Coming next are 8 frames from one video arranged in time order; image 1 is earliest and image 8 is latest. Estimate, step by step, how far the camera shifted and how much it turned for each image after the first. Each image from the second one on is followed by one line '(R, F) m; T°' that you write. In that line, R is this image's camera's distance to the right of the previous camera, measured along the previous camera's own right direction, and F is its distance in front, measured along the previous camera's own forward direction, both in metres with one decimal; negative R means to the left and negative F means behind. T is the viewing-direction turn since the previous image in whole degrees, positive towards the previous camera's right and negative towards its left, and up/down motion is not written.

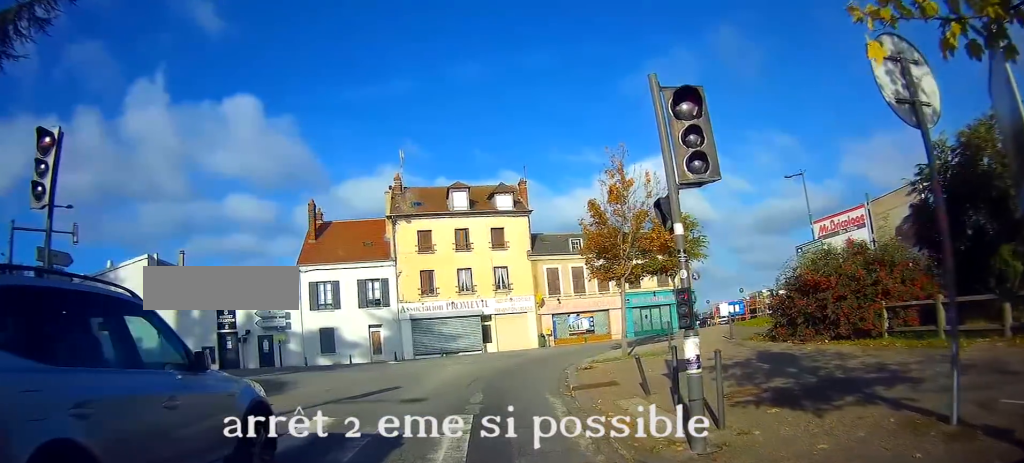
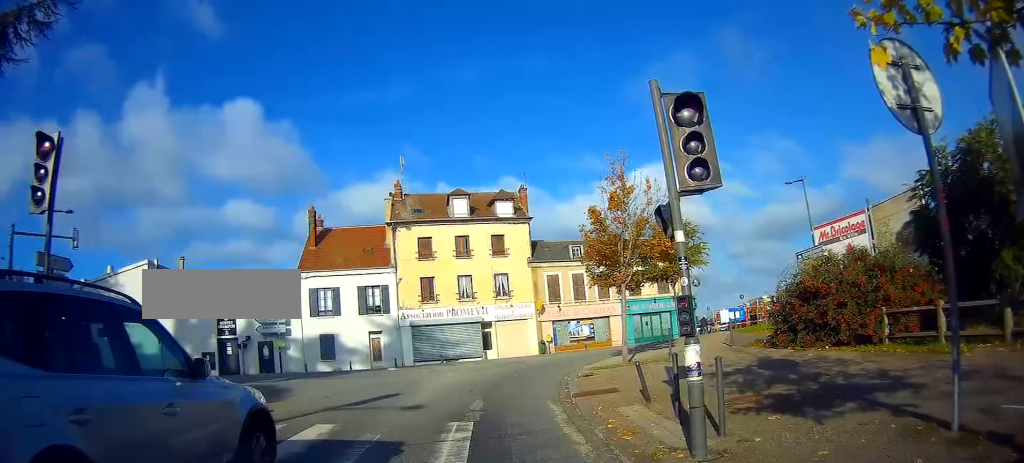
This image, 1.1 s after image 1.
(-0.2, +0.8) m; 0°
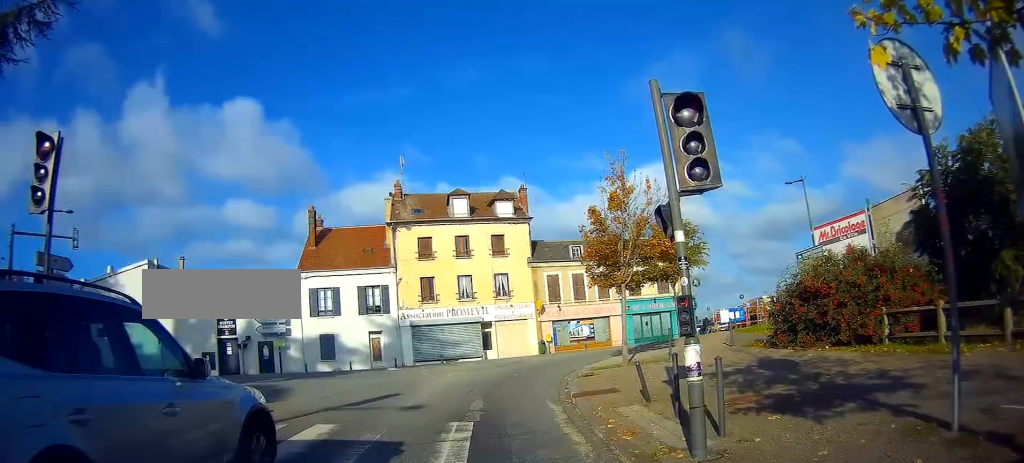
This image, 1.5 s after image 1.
(0.0, 0.0) m; 0°
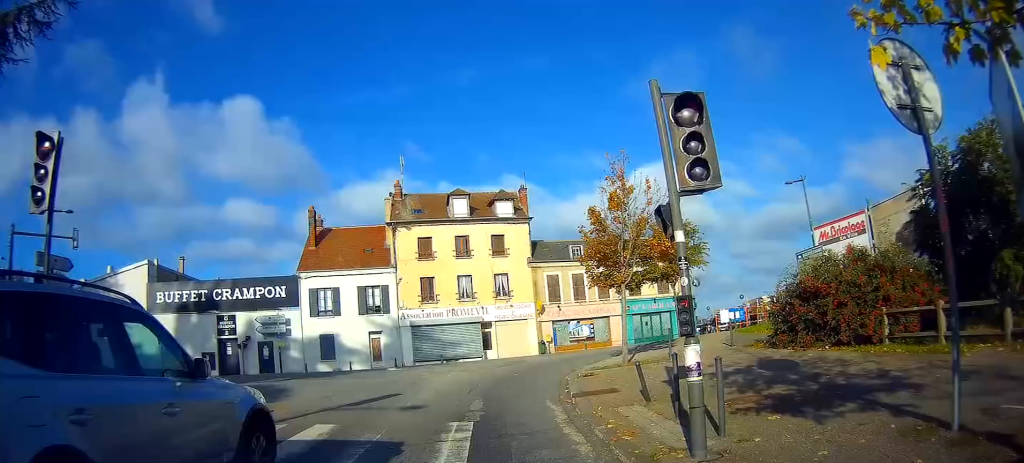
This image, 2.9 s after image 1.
(0.0, 0.0) m; 0°
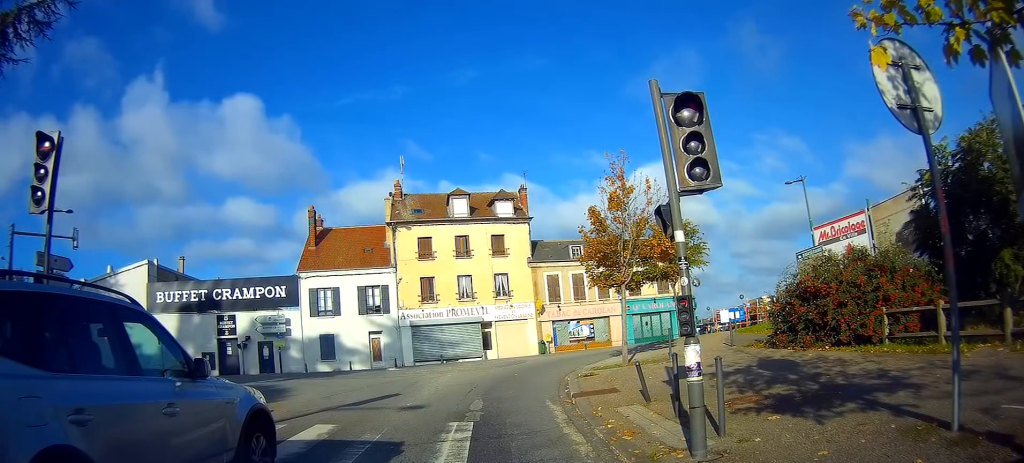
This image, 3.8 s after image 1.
(0.0, 0.0) m; 0°
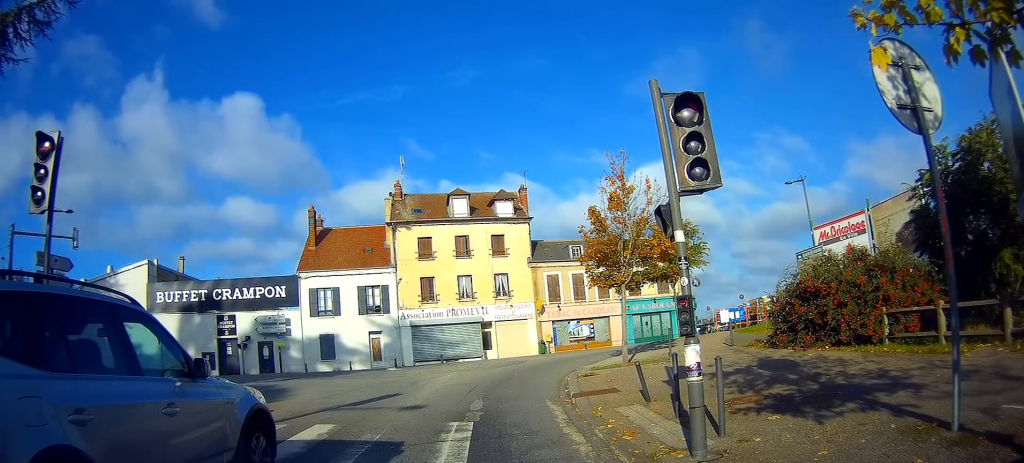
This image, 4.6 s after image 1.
(0.0, 0.0) m; 0°
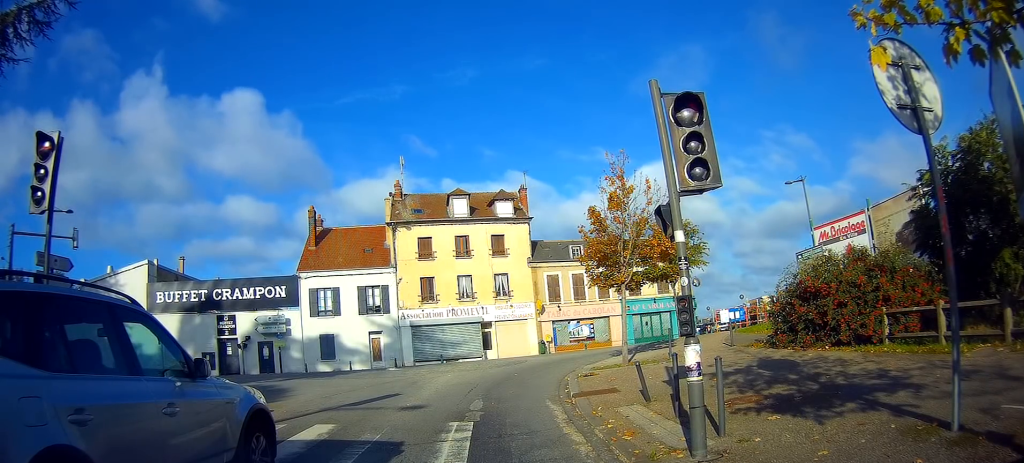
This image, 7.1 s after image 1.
(0.0, +0.1) m; 0°
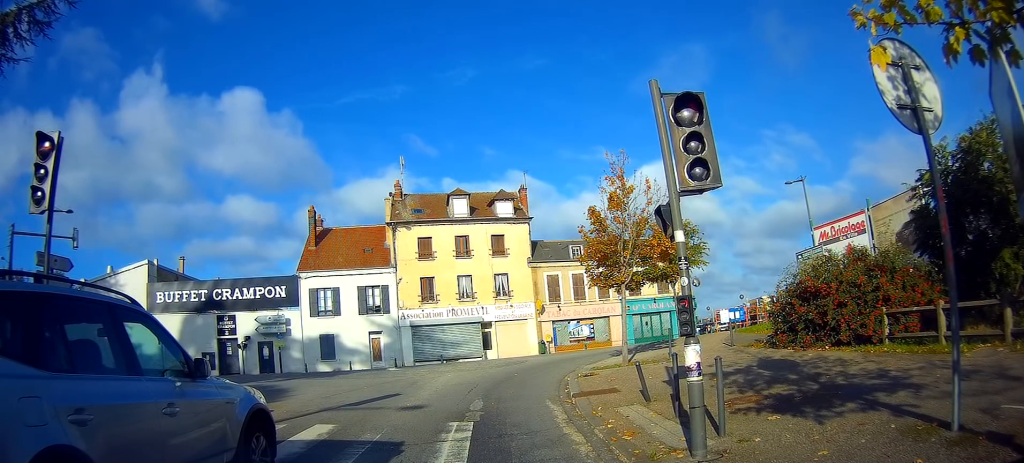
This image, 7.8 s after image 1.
(0.0, 0.0) m; 0°
